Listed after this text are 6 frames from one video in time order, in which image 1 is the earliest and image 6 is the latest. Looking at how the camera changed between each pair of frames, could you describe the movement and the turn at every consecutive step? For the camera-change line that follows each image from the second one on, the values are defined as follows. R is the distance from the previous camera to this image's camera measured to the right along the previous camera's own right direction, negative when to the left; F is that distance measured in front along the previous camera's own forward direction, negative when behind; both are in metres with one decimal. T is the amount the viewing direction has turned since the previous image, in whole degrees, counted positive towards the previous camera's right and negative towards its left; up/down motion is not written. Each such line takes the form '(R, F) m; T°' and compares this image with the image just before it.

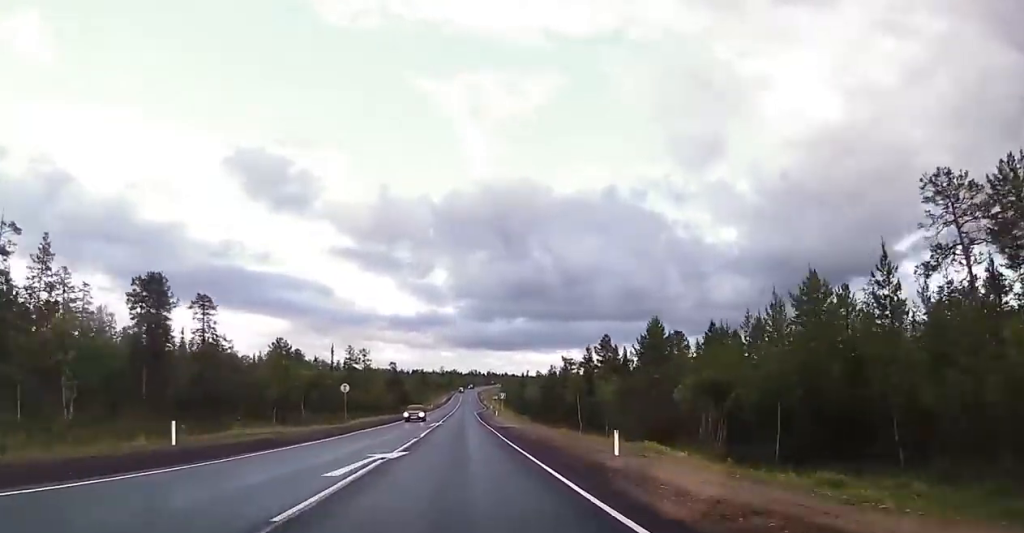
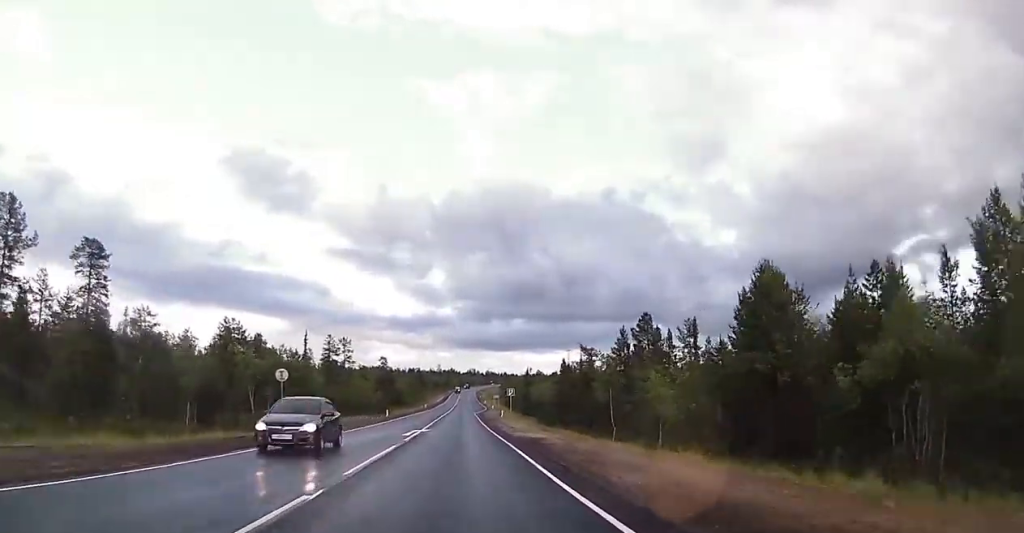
(+0.1, +18.8) m; 0°
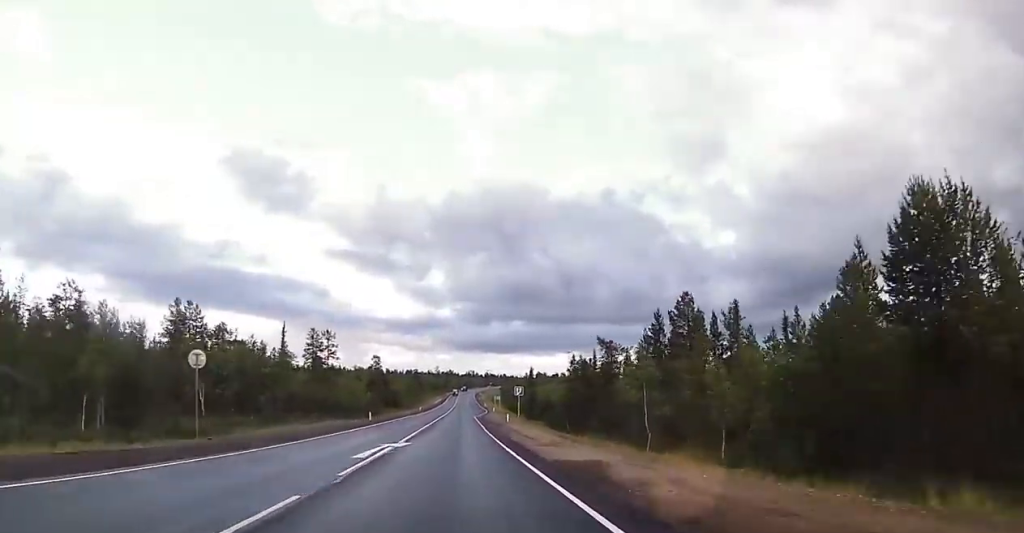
(+0.1, +12.2) m; 0°
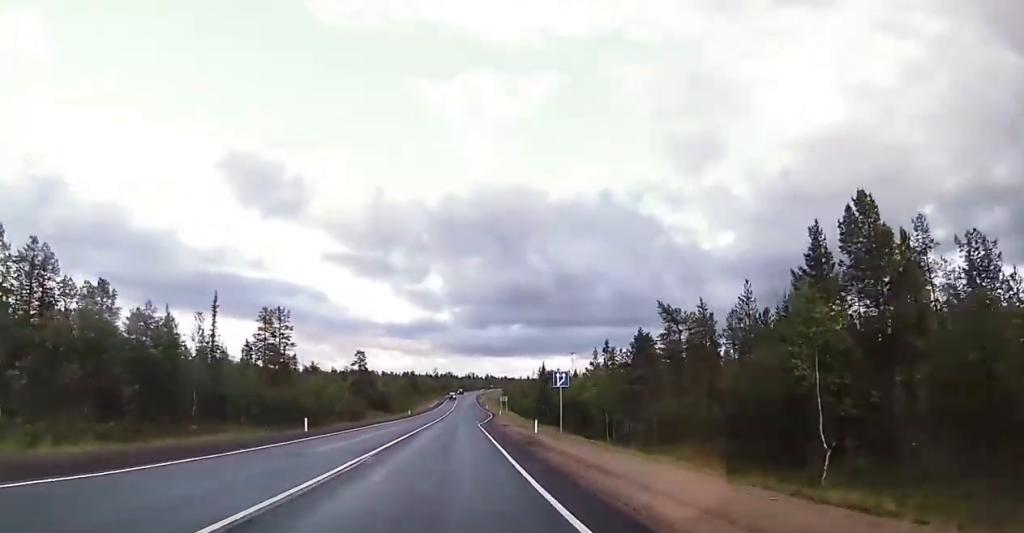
(-0.1, +26.0) m; 0°
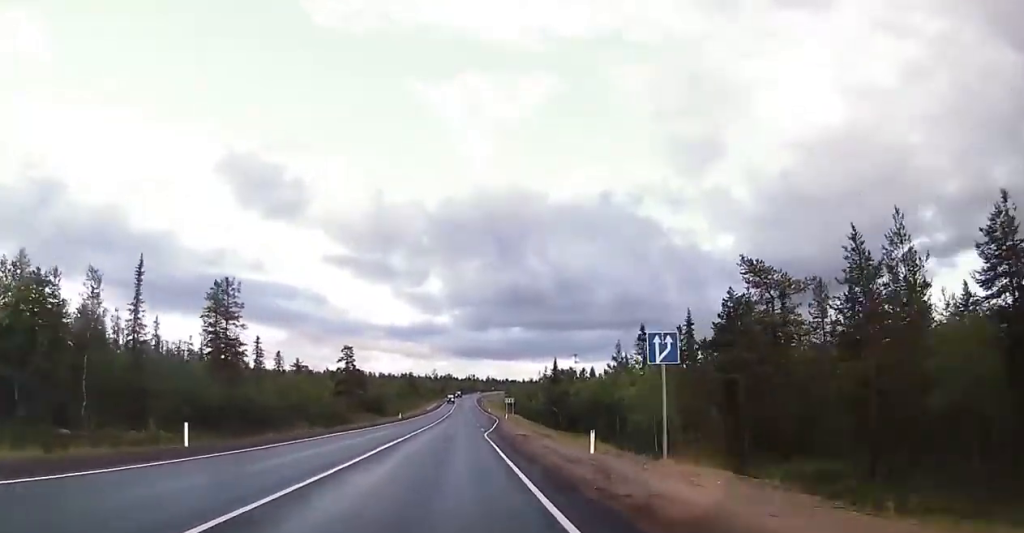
(-0.1, +17.7) m; 0°
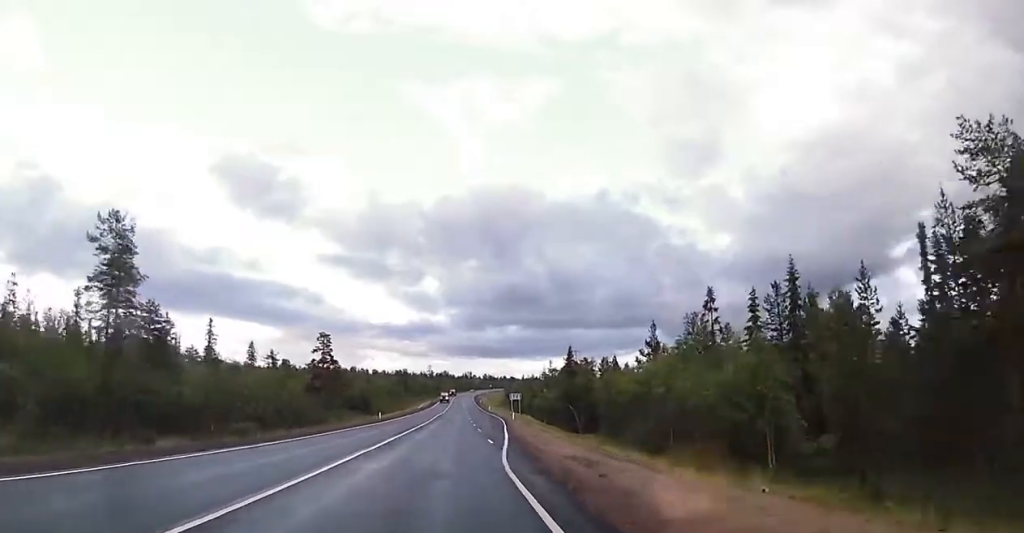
(0.0, +20.3) m; 0°
